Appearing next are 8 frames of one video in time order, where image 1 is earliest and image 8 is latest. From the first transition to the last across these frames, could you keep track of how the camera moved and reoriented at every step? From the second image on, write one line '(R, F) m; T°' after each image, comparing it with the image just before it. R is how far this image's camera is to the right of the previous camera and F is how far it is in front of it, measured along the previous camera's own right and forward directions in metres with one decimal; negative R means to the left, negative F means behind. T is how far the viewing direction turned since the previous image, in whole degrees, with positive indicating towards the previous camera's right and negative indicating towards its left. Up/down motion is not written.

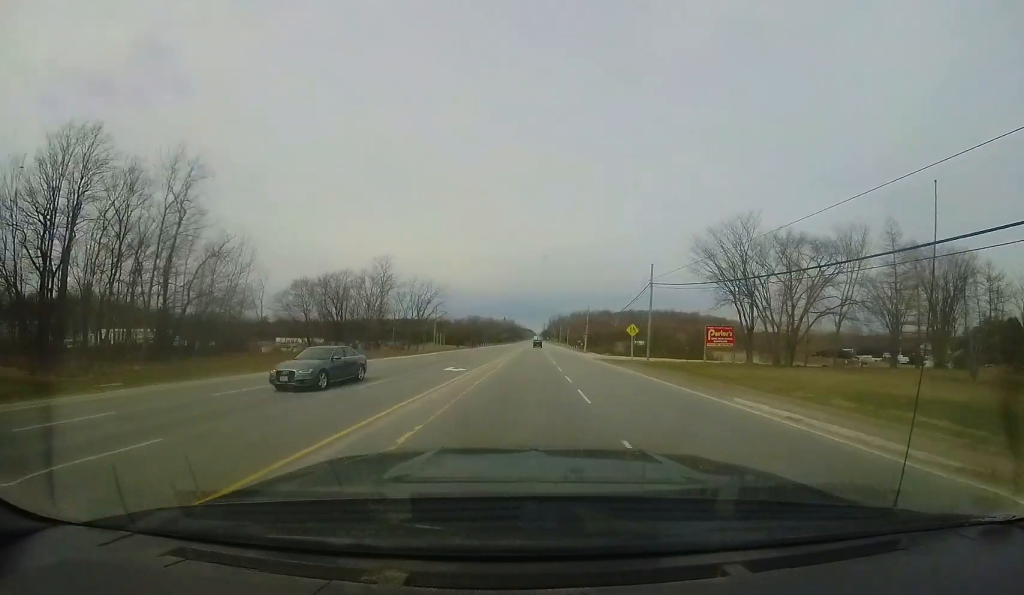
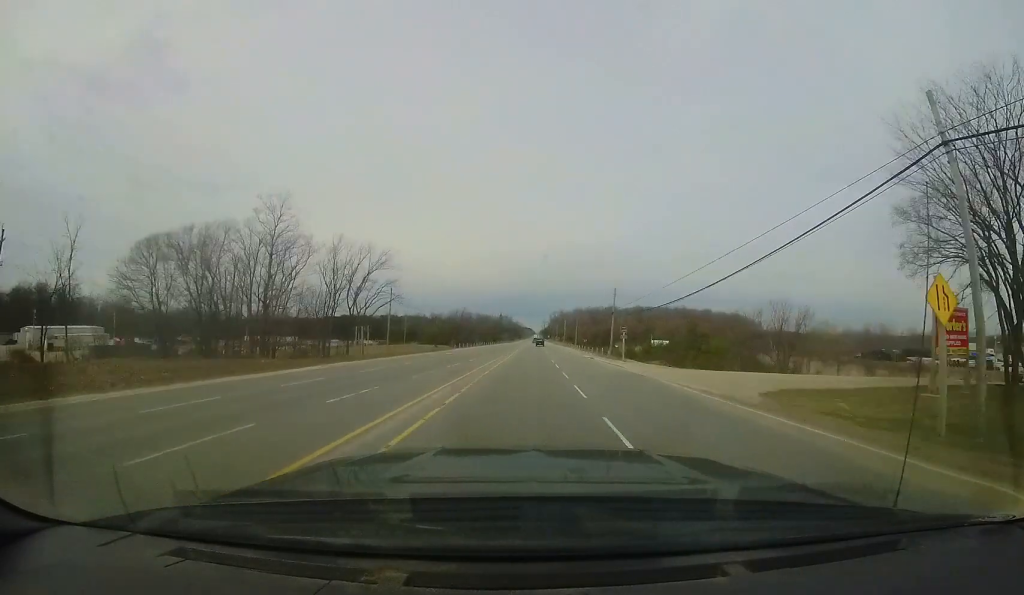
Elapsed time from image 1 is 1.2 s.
(-0.3, +28.0) m; 0°
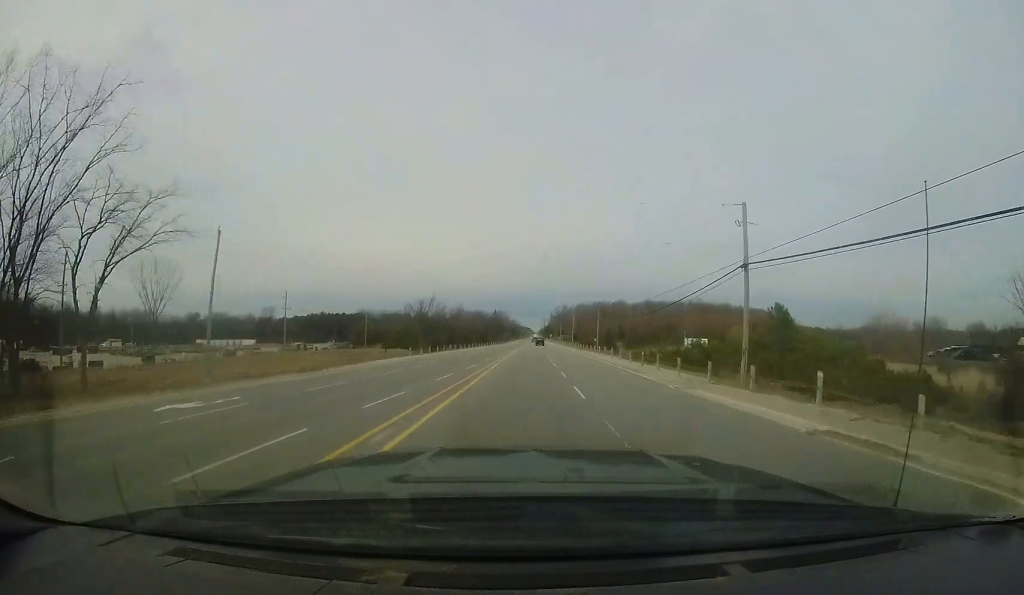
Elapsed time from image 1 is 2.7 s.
(+0.5, +35.8) m; 0°
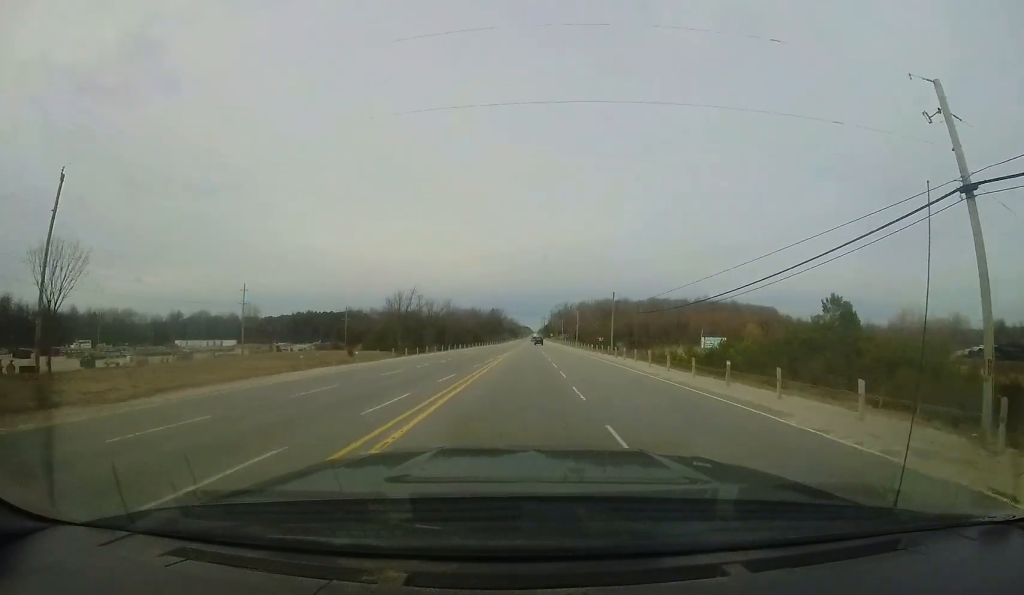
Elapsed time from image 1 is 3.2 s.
(-0.3, +13.0) m; 0°
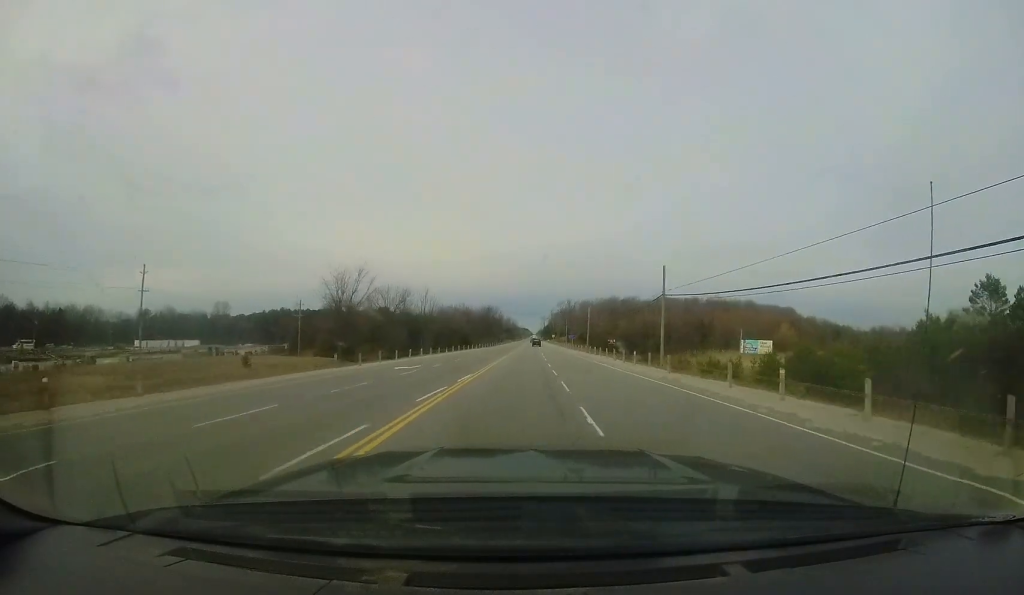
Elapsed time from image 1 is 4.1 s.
(-0.2, +22.0) m; 0°
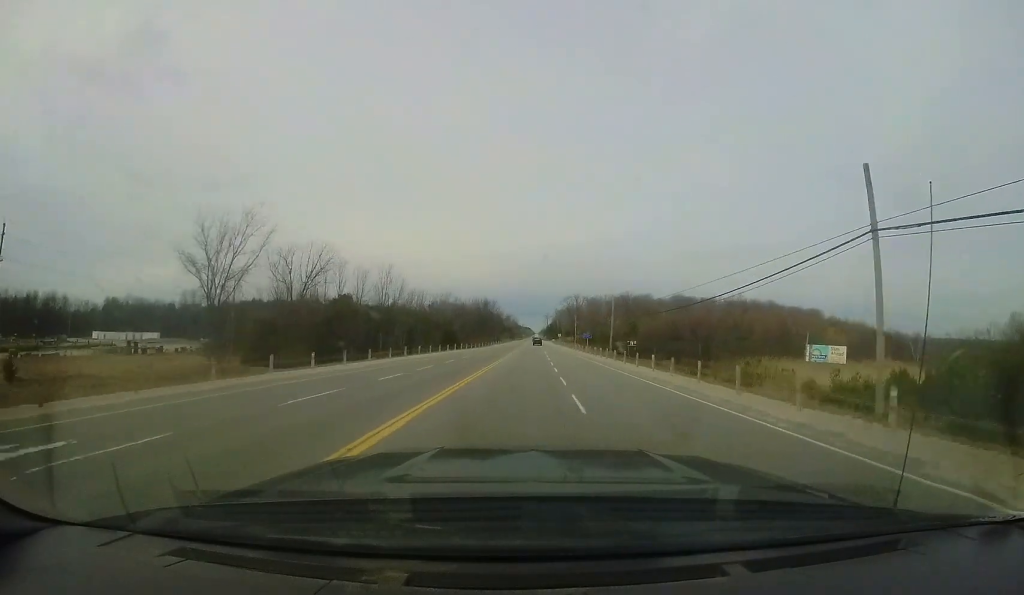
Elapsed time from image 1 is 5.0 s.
(+0.2, +22.4) m; 0°
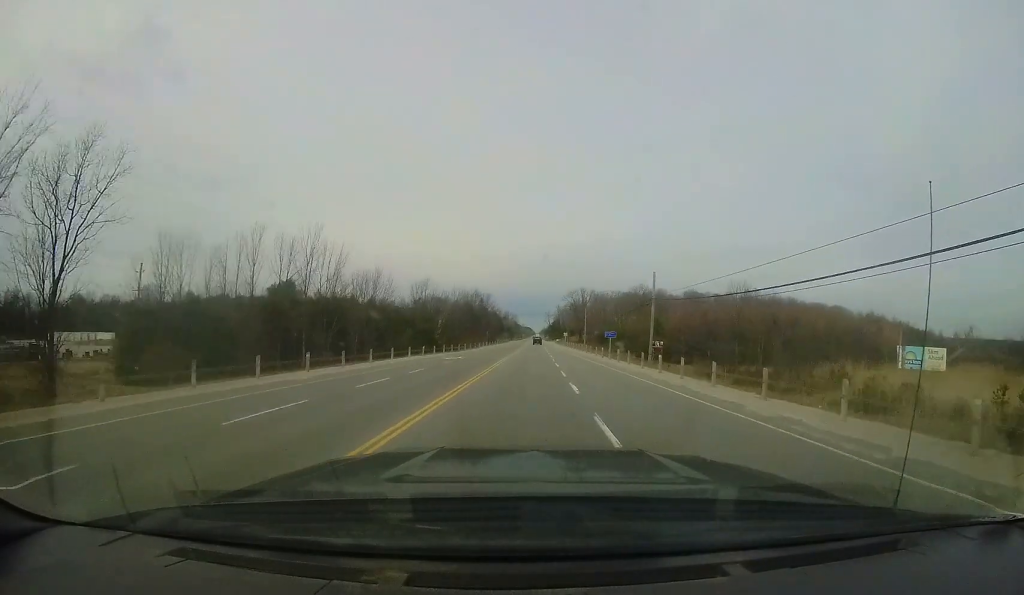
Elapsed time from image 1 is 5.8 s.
(-0.2, +20.2) m; 0°
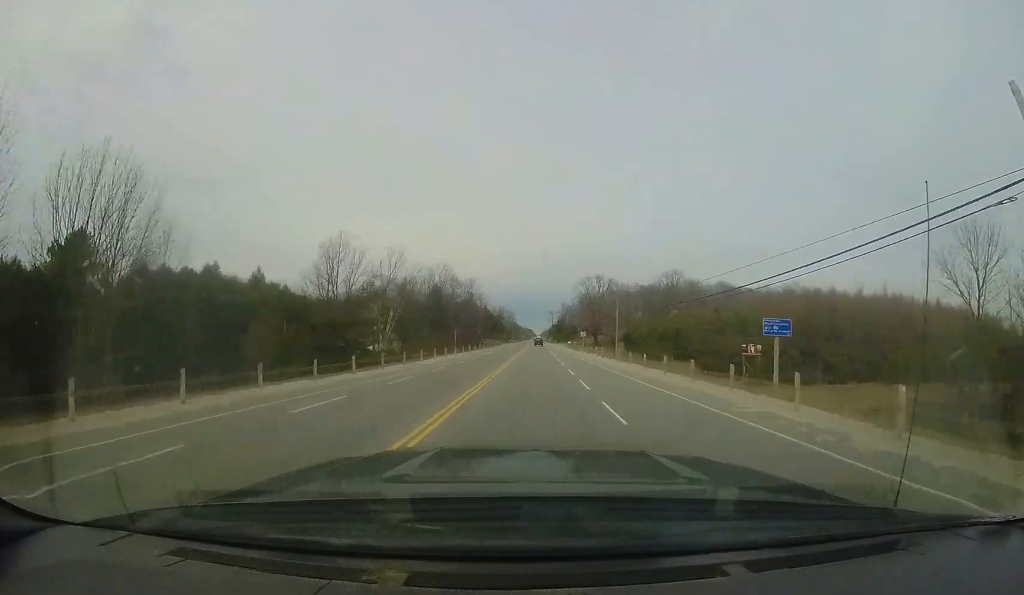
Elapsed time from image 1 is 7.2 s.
(+0.1, +35.0) m; 0°
